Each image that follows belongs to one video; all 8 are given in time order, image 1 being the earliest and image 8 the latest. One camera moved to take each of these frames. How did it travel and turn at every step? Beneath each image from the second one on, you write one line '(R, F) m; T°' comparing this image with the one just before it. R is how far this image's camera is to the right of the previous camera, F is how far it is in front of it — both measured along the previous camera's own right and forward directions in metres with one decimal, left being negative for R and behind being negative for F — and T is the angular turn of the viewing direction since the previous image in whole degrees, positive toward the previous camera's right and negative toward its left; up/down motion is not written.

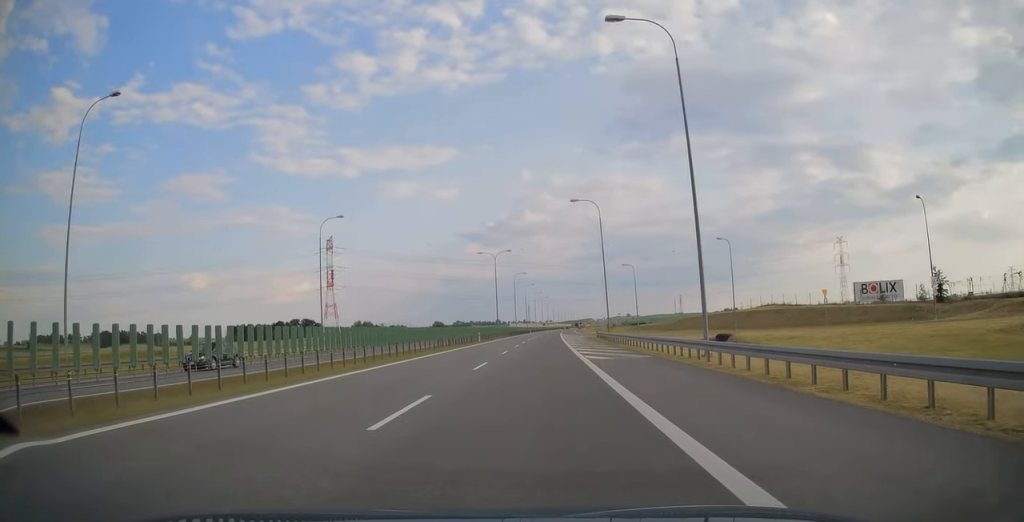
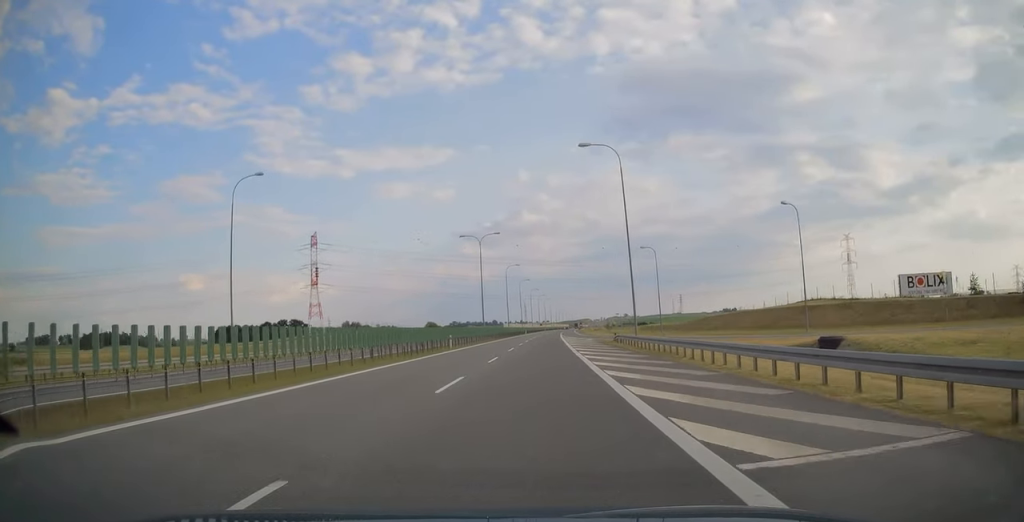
(+0.1, +19.1) m; 0°
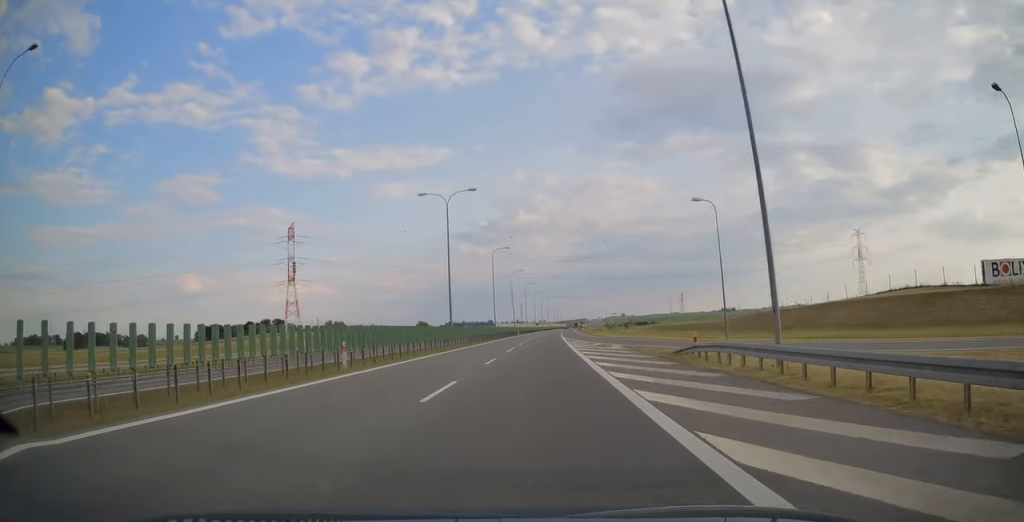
(0.0, +25.7) m; 0°
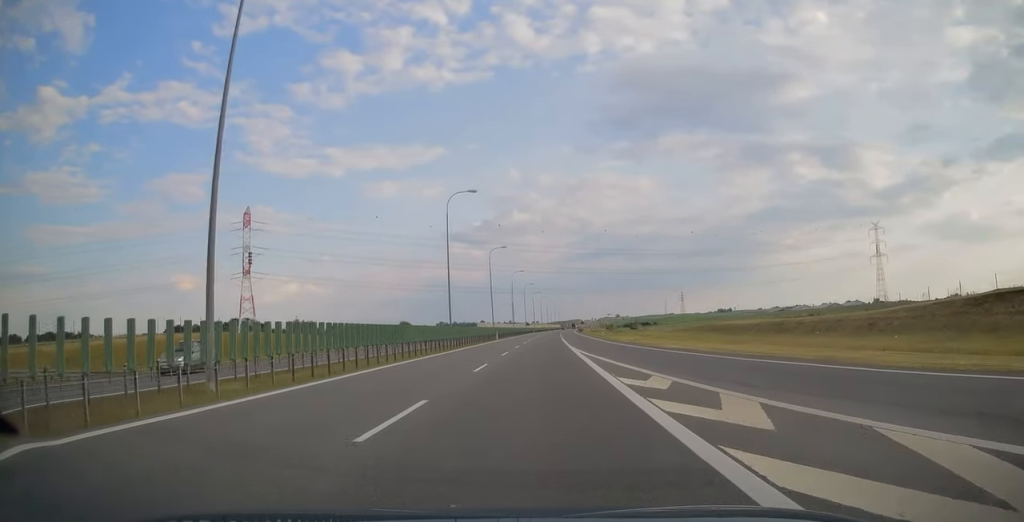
(+0.2, +40.0) m; +1°
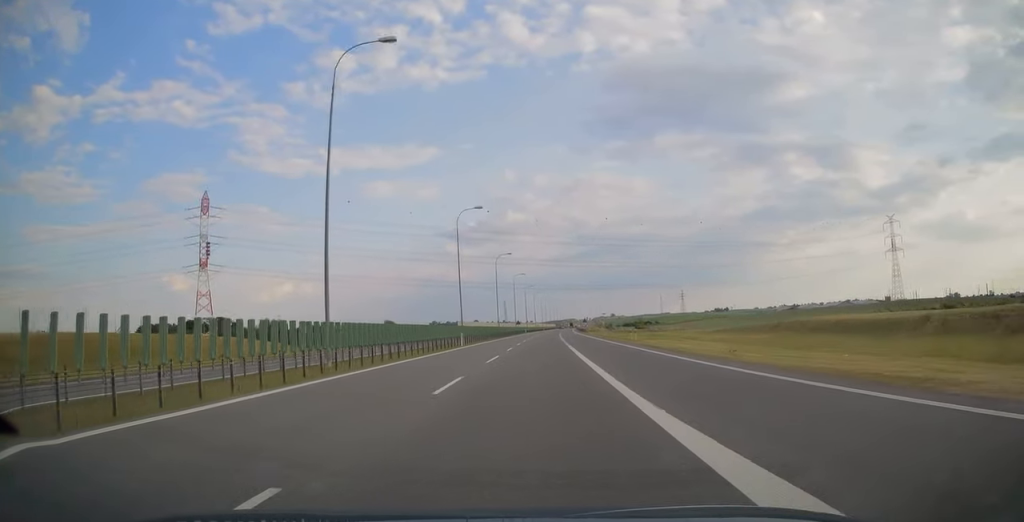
(+0.1, +30.6) m; +1°
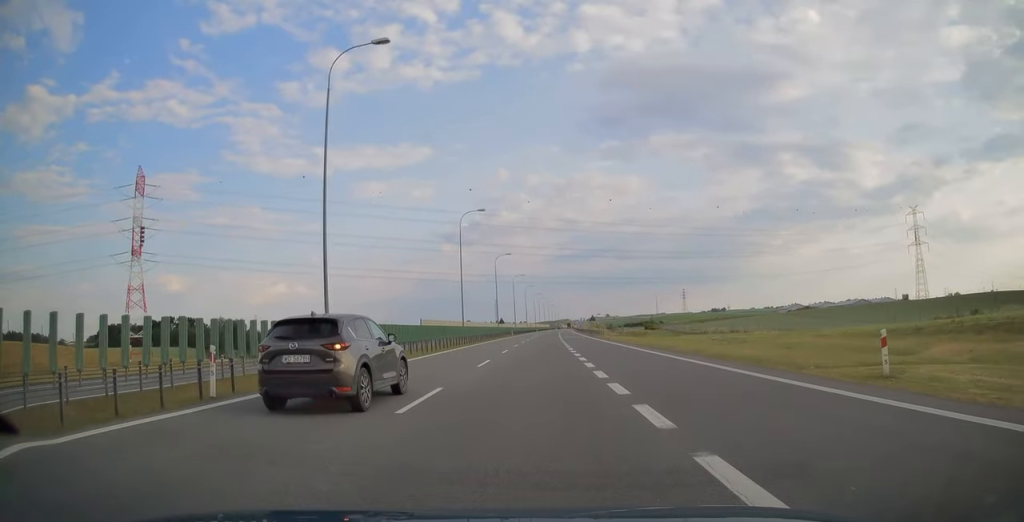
(+0.2, +38.8) m; 0°
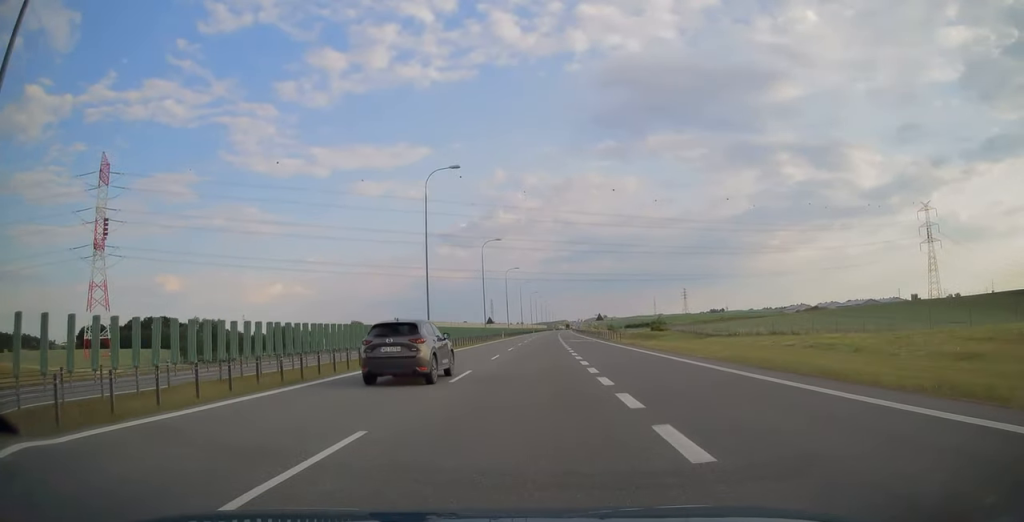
(0.0, +18.0) m; 0°
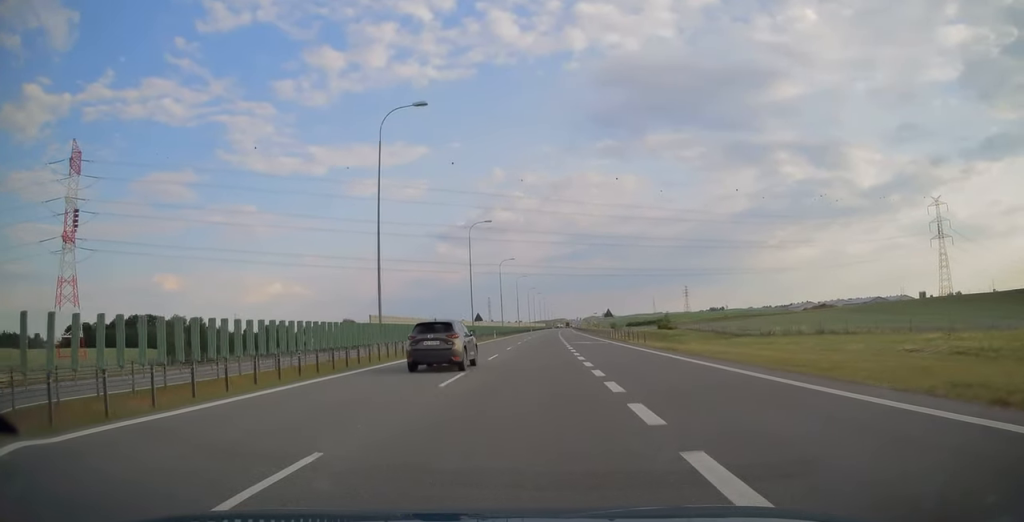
(0.0, +13.7) m; 0°
